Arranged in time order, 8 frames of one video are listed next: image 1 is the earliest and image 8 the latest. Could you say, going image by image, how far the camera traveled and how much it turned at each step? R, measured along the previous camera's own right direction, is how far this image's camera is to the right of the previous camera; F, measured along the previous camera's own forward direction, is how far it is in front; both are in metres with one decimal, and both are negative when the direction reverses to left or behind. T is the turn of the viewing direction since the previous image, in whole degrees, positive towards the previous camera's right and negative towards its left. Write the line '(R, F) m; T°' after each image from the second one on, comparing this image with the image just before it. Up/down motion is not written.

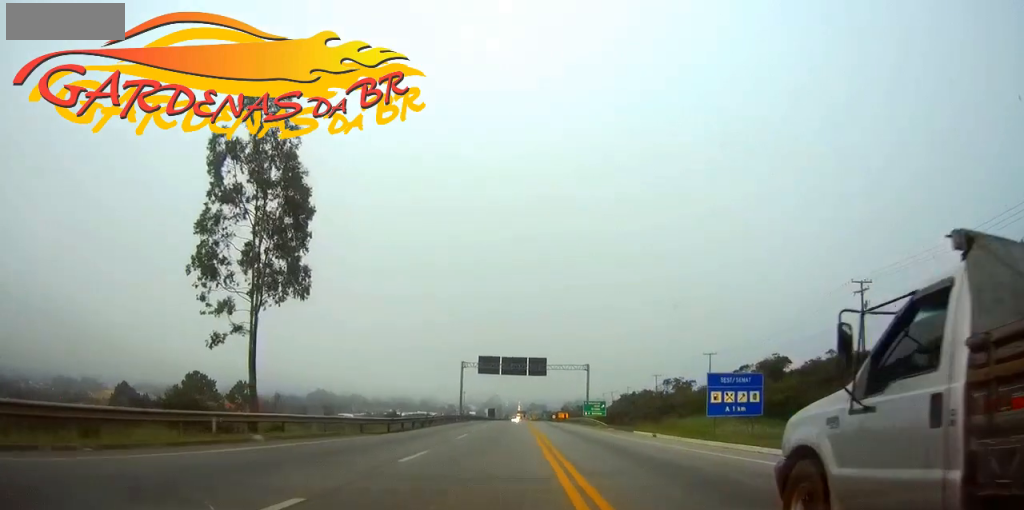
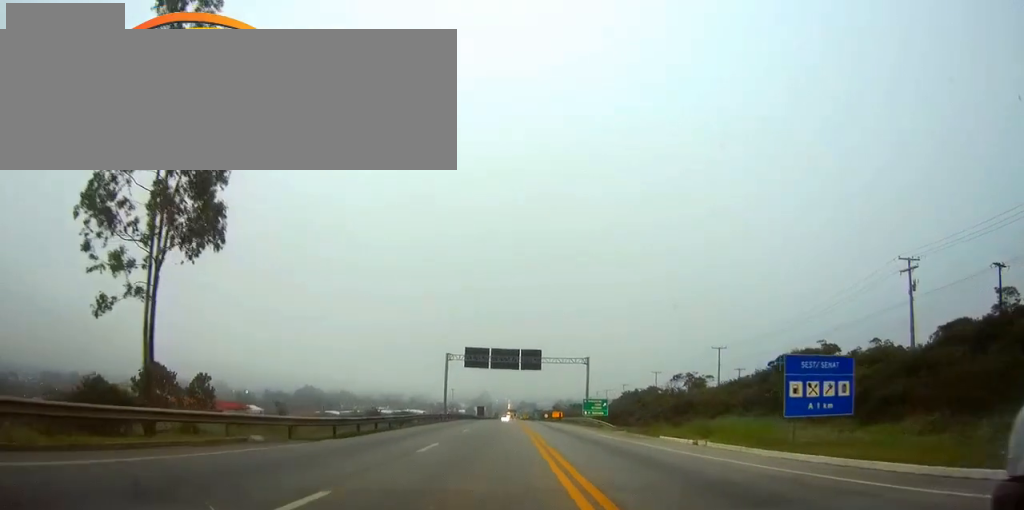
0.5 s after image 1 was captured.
(0.0, +10.2) m; +1°
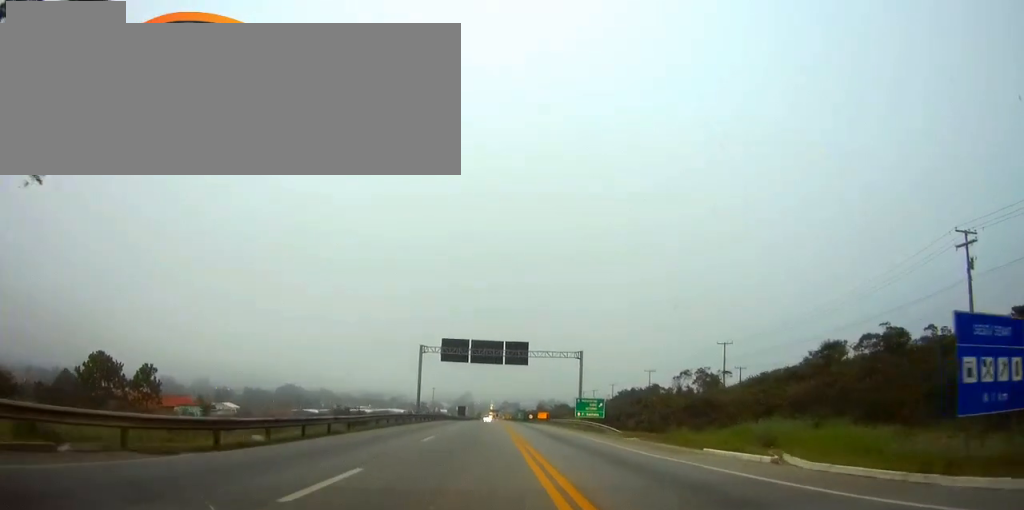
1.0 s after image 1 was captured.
(+0.2, +10.6) m; +1°
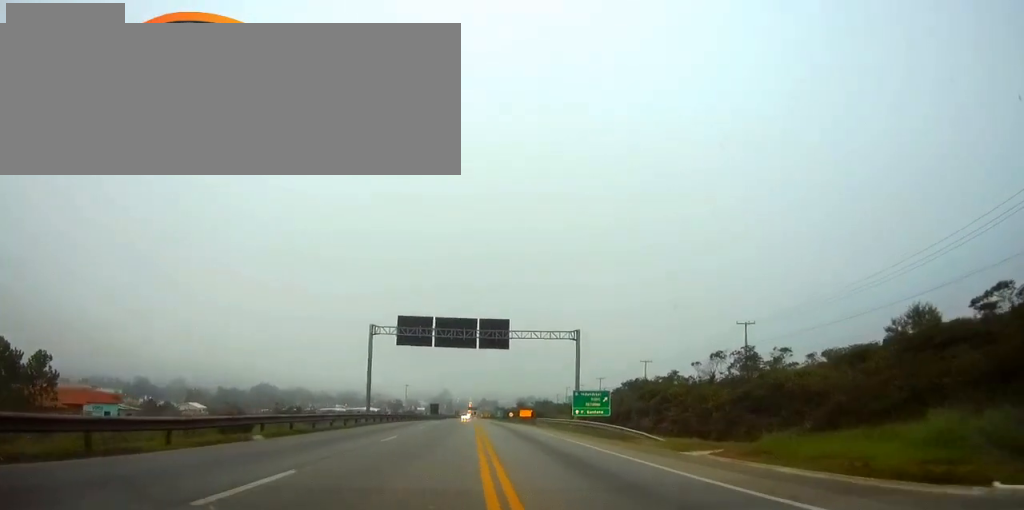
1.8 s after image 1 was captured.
(+0.3, +17.2) m; +1°
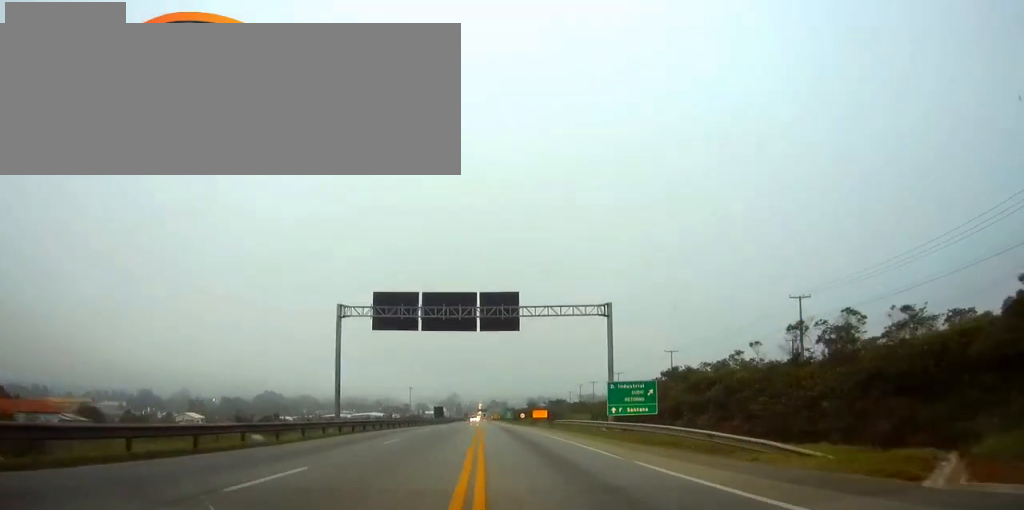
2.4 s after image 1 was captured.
(0.0, +13.9) m; 0°
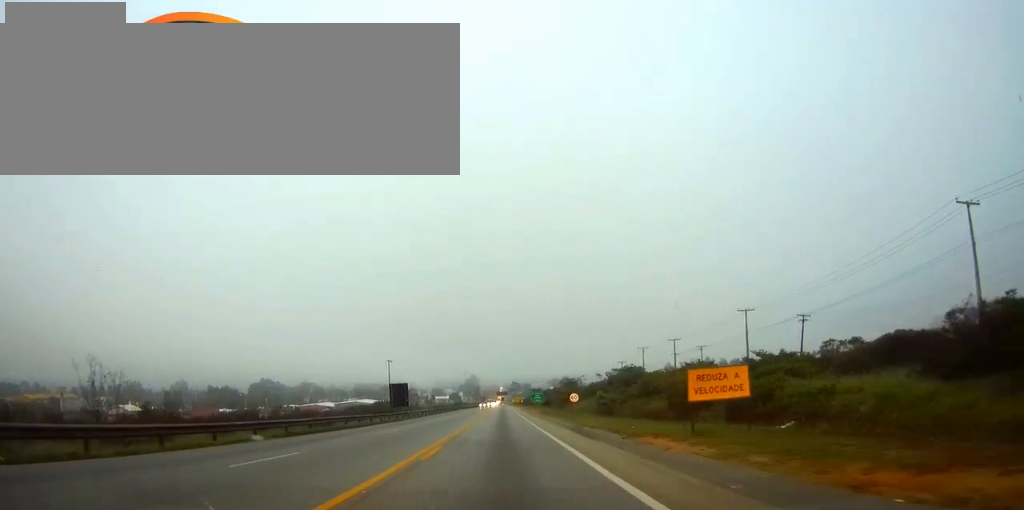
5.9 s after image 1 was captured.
(-1.6, +76.8) m; -2°
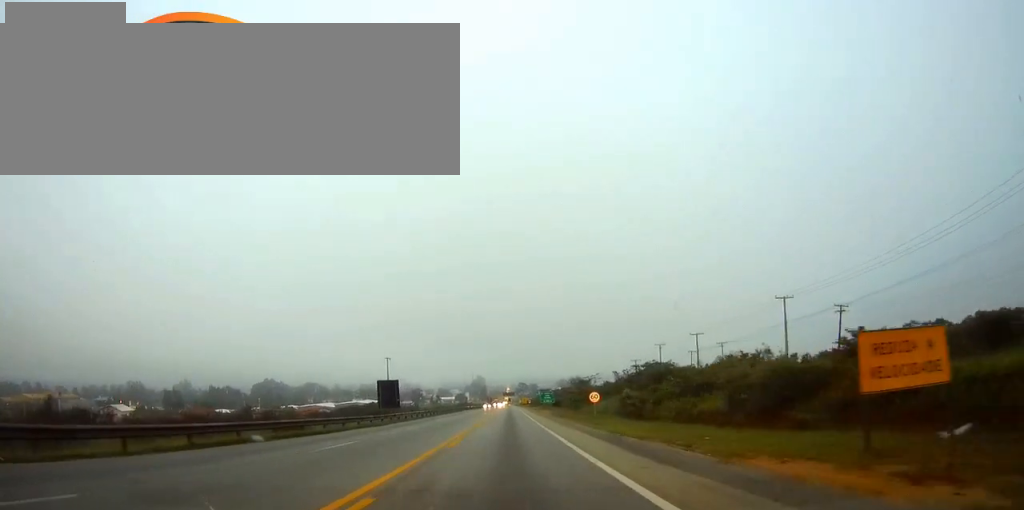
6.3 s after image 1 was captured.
(-0.1, +10.5) m; 0°
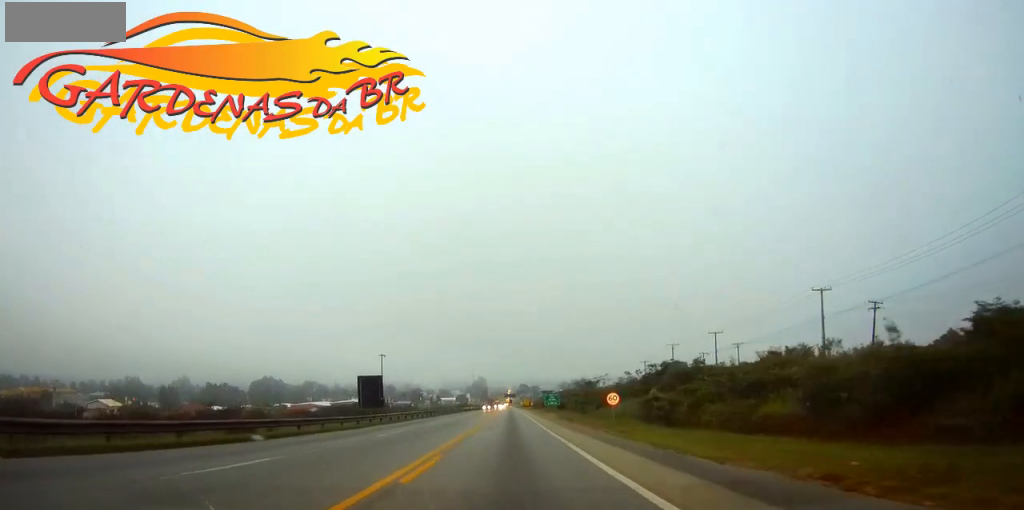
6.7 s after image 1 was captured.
(0.0, +9.0) m; 0°
